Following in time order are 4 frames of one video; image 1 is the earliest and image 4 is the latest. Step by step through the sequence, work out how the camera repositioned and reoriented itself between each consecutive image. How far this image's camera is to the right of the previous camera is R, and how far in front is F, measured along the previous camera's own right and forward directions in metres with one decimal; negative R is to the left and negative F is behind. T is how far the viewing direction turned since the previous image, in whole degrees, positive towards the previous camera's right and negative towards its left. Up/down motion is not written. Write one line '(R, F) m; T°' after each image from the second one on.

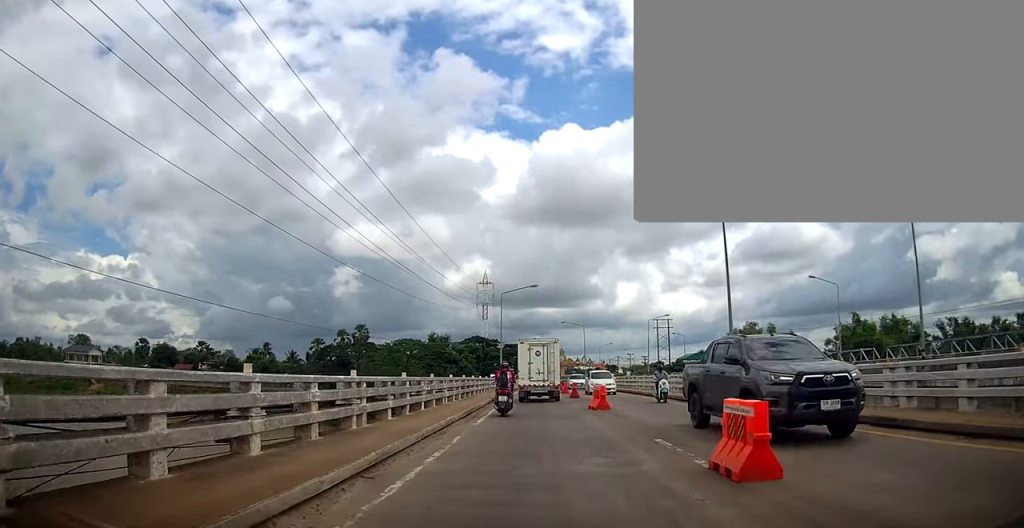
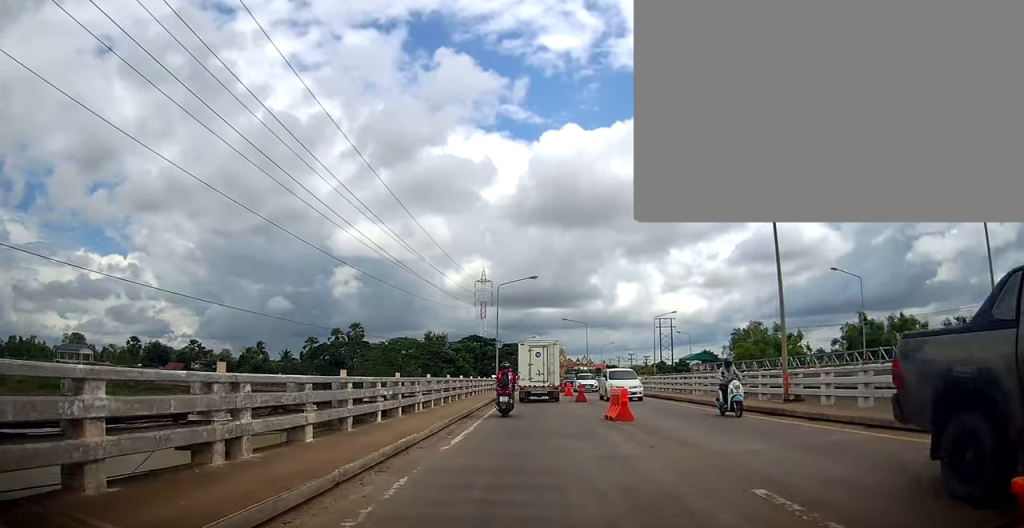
(+0.5, +4.6) m; 0°
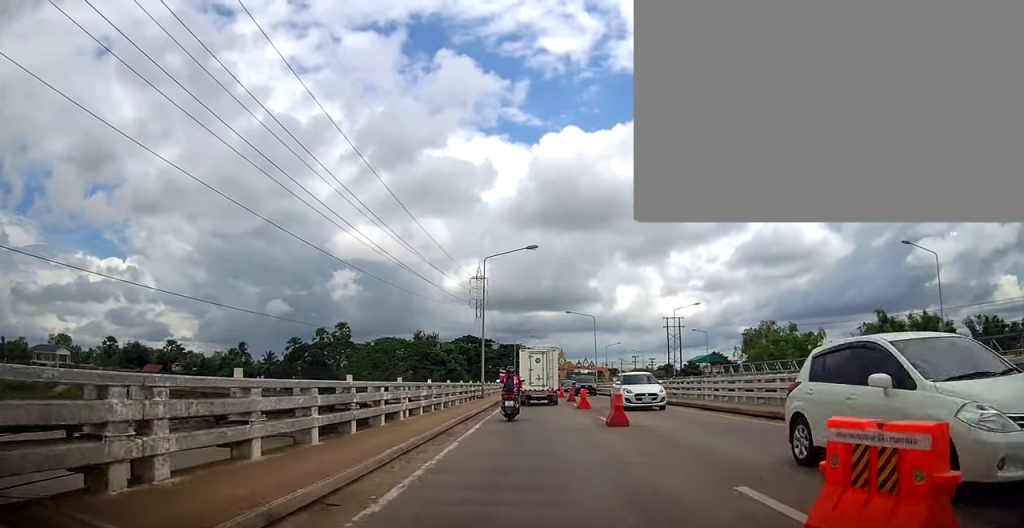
(-1.0, +11.6) m; -6°
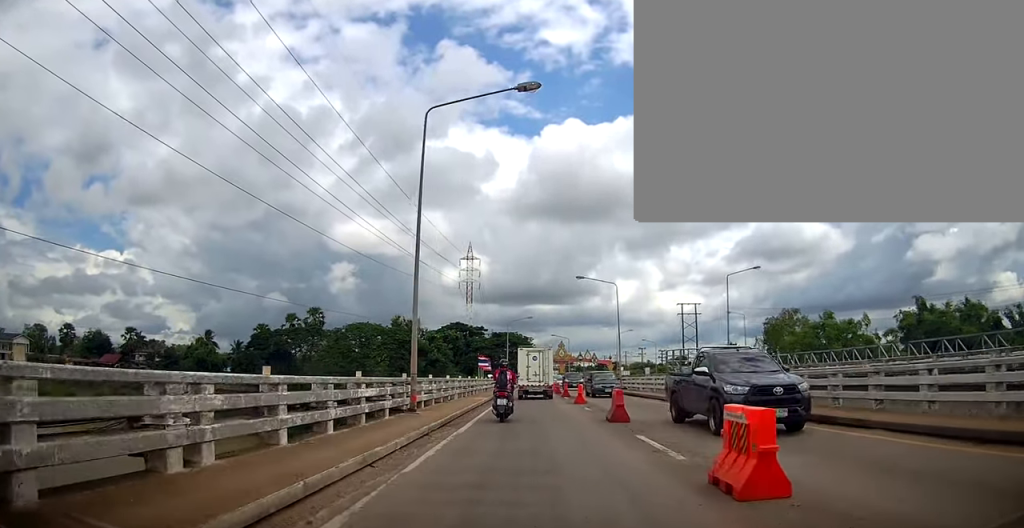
(0.0, +18.8) m; 0°
